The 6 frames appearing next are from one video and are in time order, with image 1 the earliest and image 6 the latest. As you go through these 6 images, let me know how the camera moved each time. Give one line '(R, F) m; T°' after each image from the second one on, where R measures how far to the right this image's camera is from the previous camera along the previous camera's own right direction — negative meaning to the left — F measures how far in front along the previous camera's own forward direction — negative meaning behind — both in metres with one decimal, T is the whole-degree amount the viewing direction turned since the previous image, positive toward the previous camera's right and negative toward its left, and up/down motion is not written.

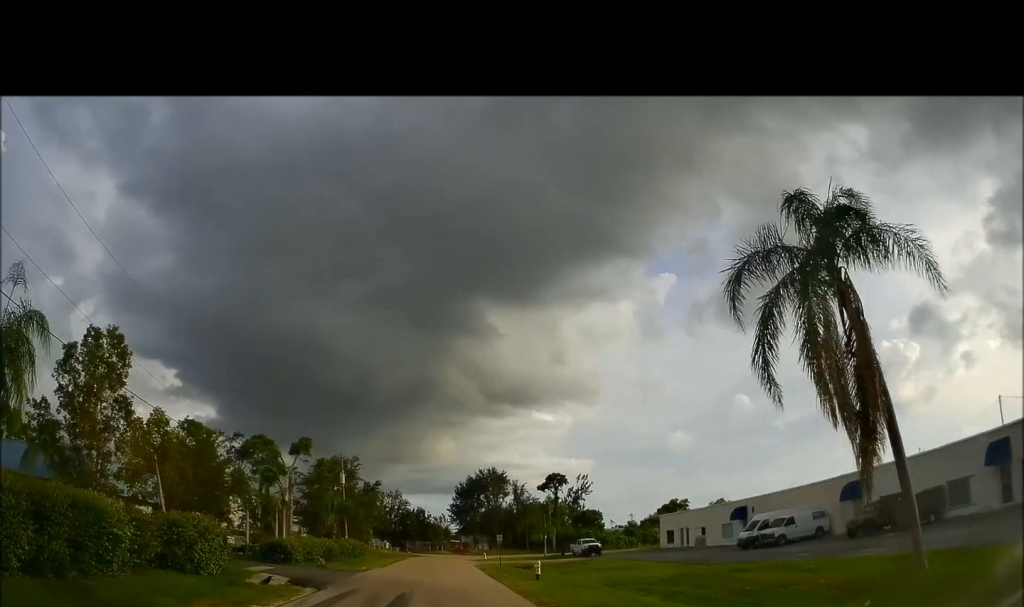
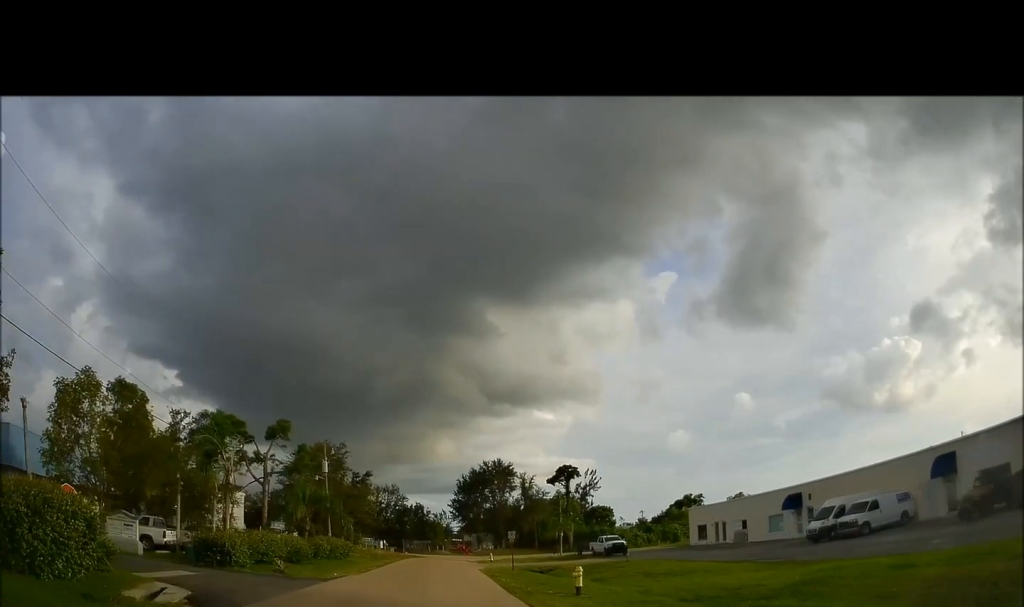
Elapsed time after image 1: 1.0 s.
(0.0, +8.3) m; 0°
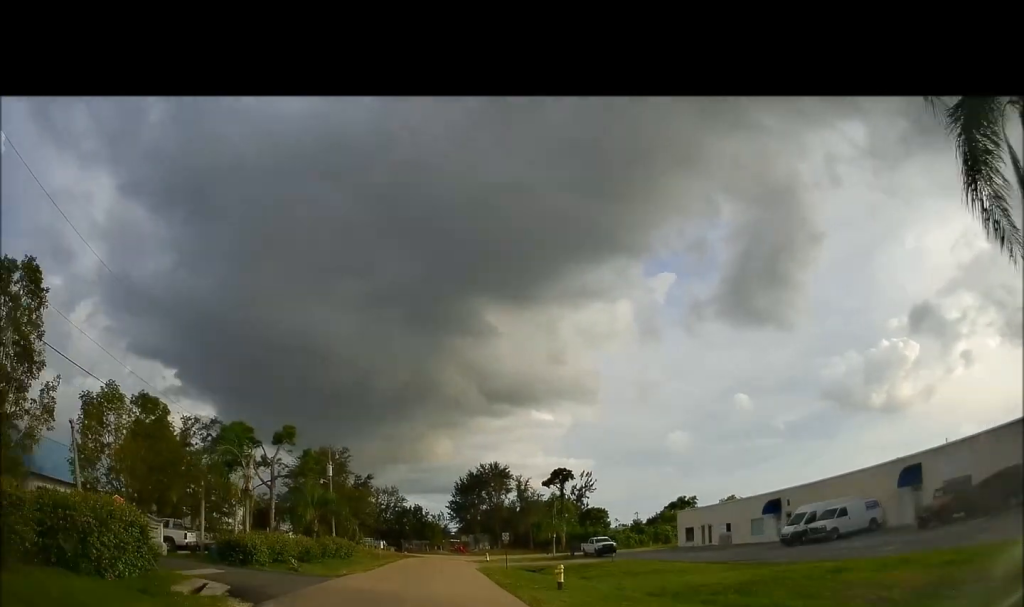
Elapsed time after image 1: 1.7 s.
(0.0, +5.6) m; 0°
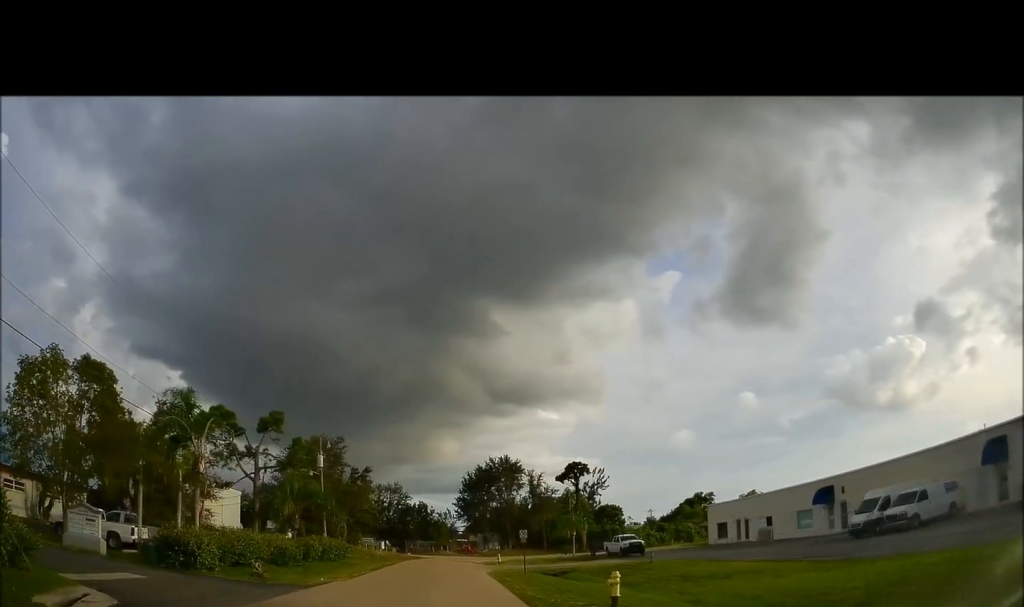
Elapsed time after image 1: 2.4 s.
(0.0, +5.7) m; 0°
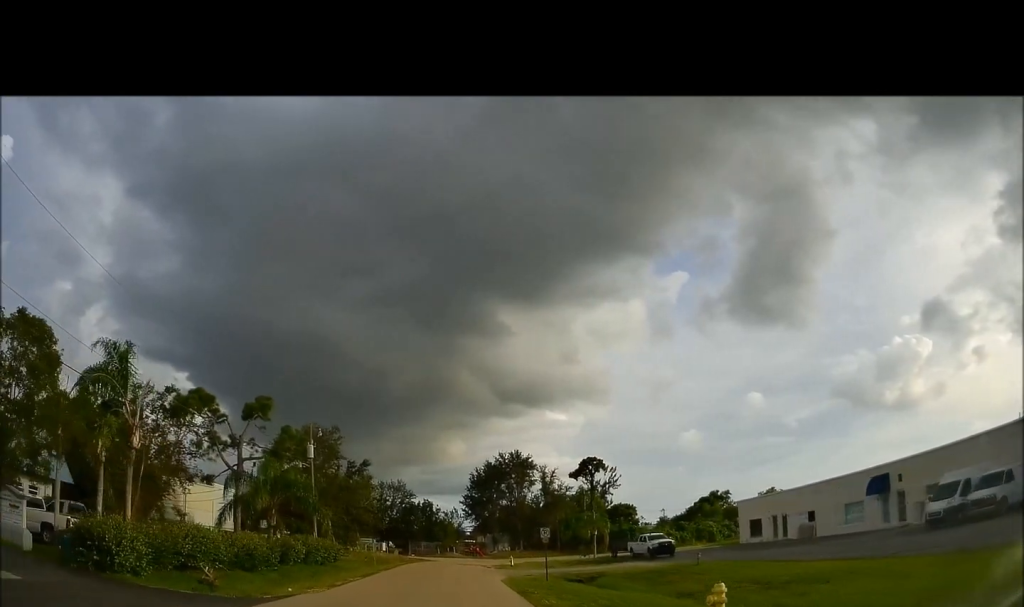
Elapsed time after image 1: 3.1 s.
(0.0, +5.1) m; 0°
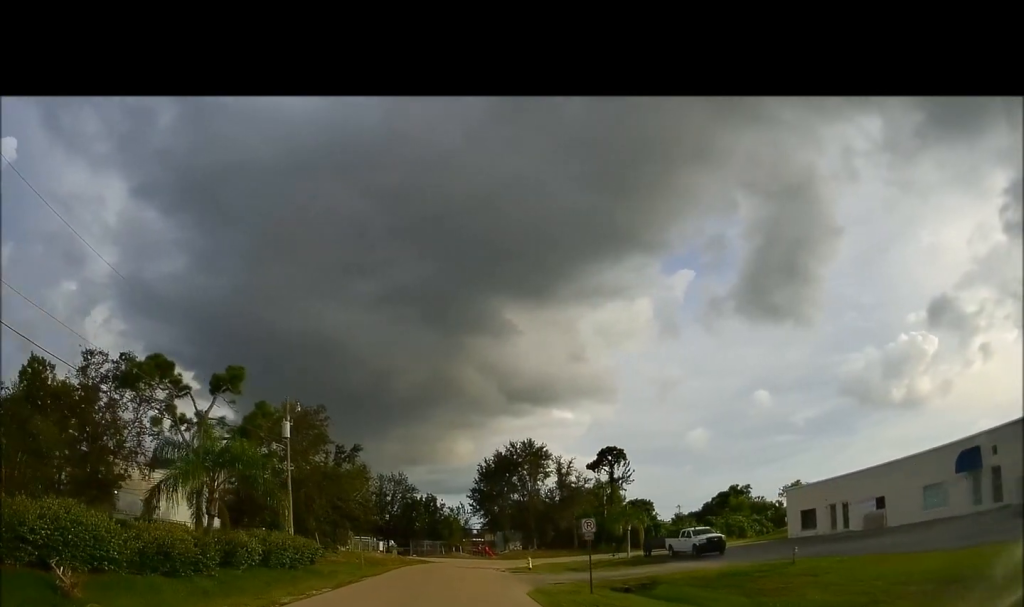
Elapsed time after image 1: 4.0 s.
(0.0, +7.4) m; 0°
